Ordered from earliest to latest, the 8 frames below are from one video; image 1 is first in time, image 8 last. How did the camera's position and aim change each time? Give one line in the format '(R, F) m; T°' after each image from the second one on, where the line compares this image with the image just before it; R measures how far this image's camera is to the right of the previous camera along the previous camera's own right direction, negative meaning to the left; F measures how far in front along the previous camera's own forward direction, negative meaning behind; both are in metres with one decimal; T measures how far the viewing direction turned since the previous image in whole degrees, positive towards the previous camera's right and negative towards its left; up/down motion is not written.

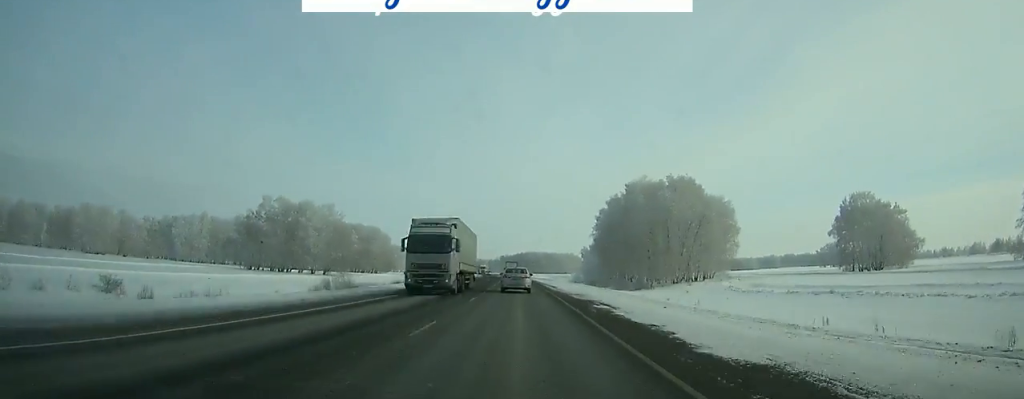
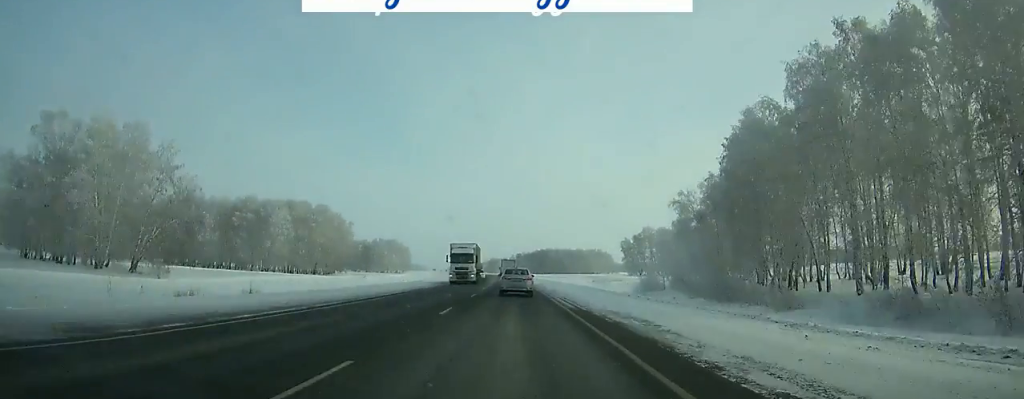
(-1.7, +88.7) m; -2°
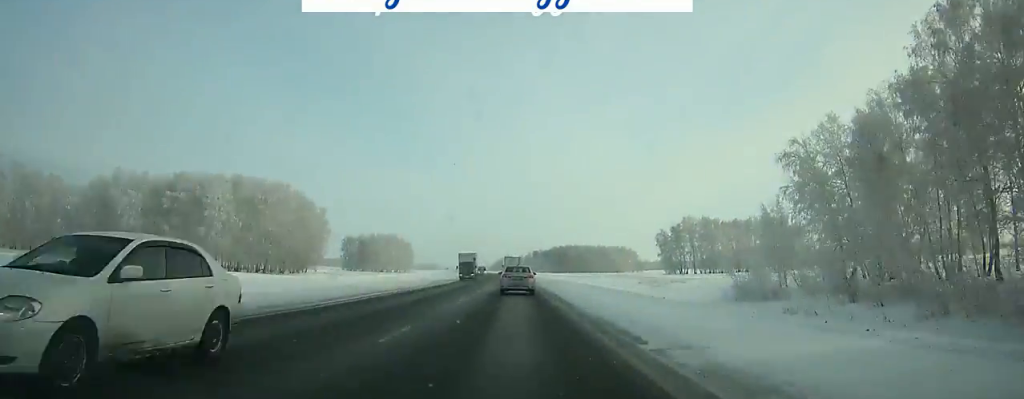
(-0.3, +42.5) m; -1°
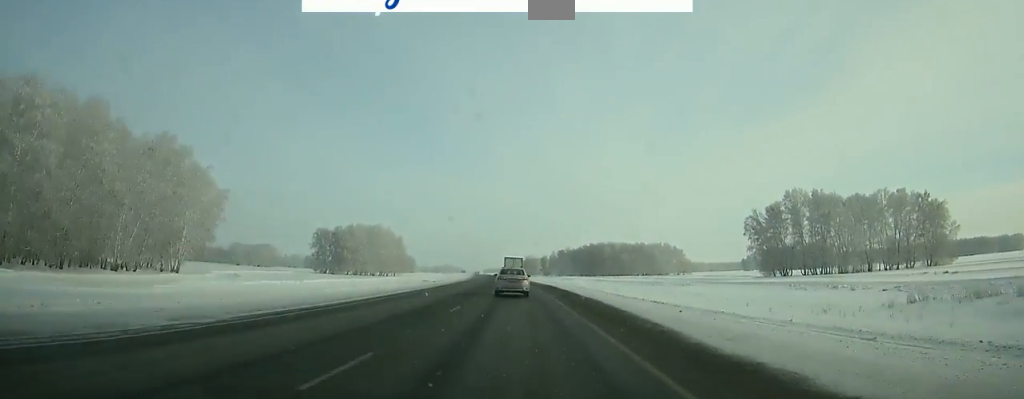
(-1.6, +76.3) m; -2°
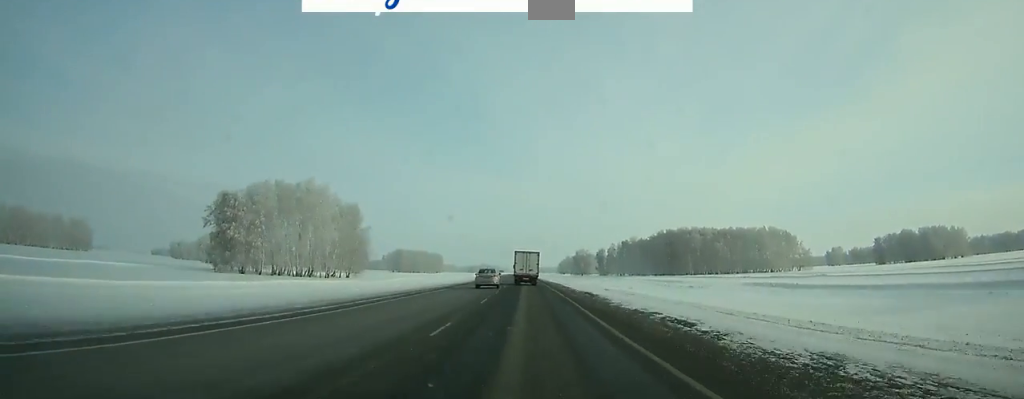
(-3.8, +113.2) m; -3°
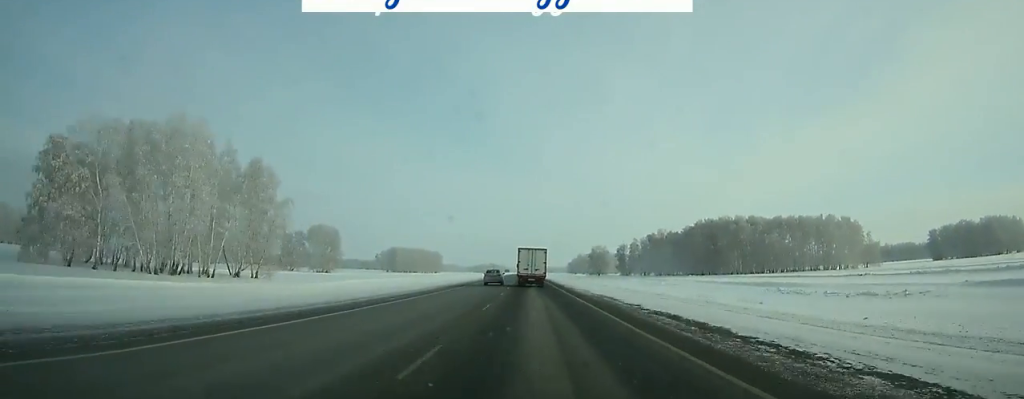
(-0.4, +52.0) m; 0°
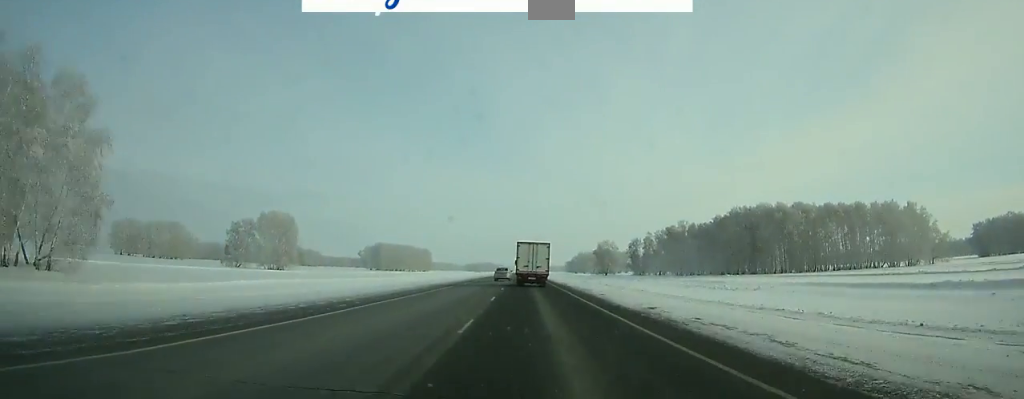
(0.0, +42.2) m; 0°
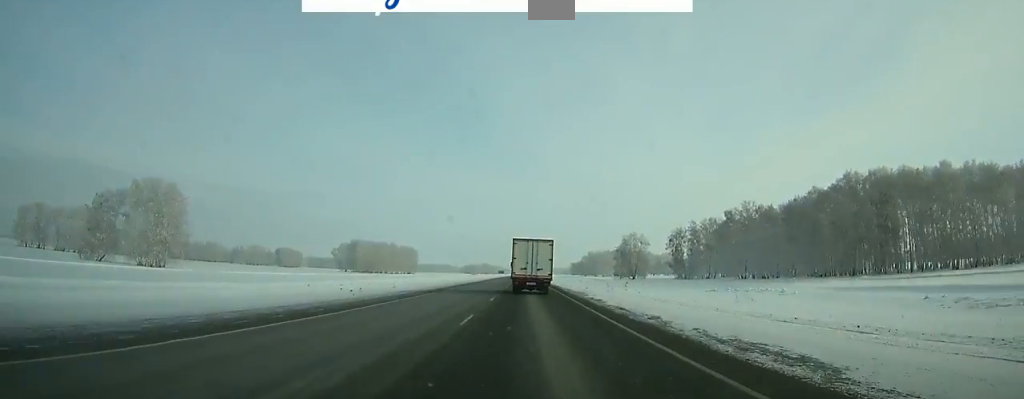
(+0.1, +68.7) m; 0°
